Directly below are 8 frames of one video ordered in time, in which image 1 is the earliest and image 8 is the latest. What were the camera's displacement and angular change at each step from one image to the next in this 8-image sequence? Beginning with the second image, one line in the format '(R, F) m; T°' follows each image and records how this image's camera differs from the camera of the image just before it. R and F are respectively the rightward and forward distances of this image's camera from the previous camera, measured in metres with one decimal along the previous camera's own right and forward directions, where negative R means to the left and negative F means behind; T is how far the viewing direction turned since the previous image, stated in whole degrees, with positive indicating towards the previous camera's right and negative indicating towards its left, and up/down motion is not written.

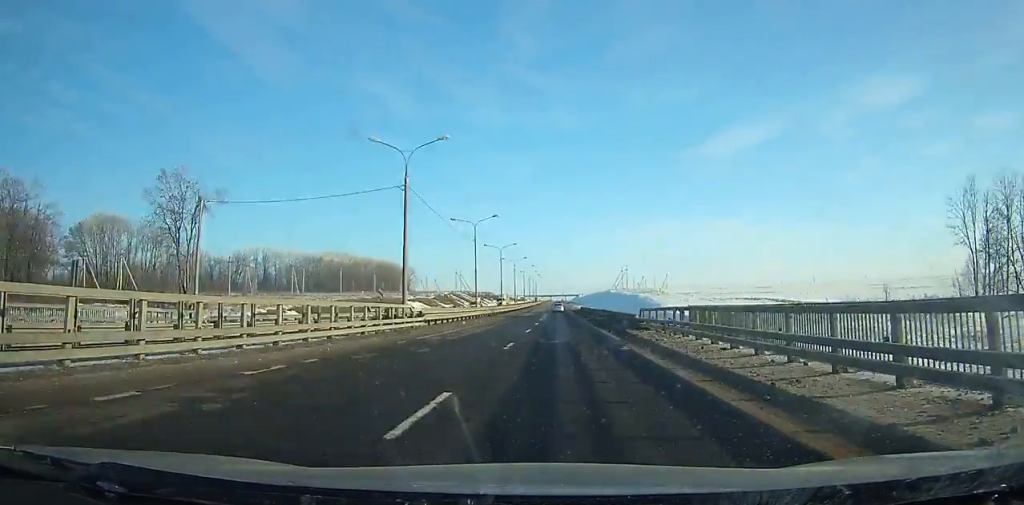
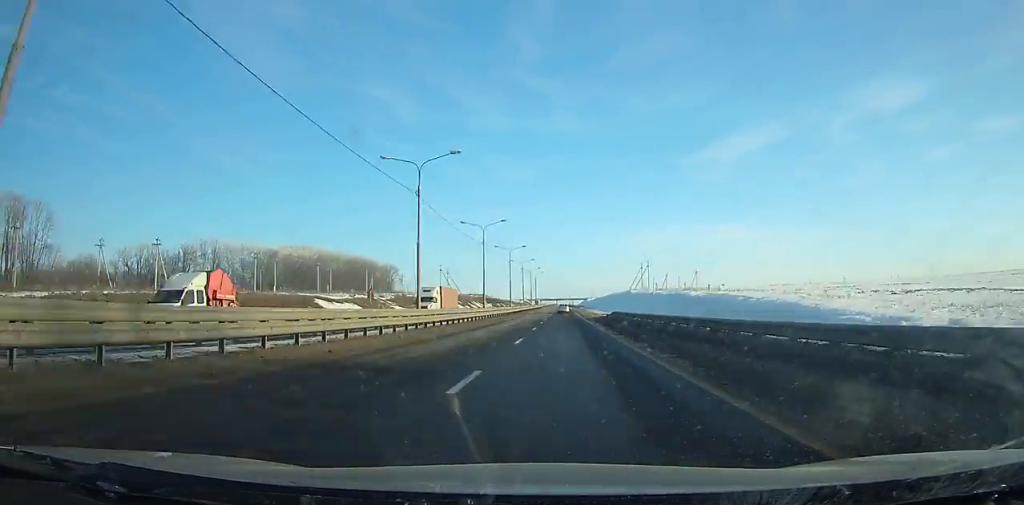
(-0.2, +55.6) m; 0°
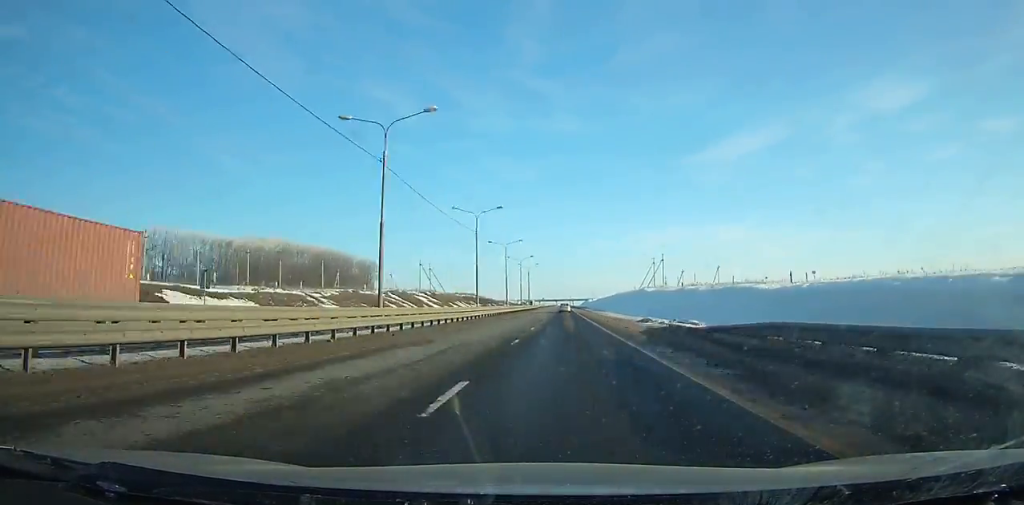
(0.0, +37.0) m; 0°
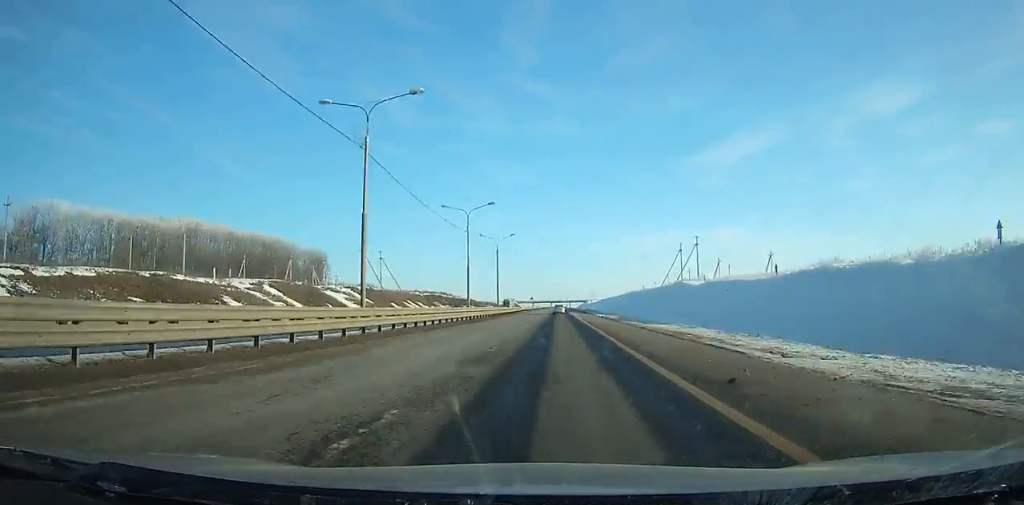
(+0.1, +61.6) m; 0°
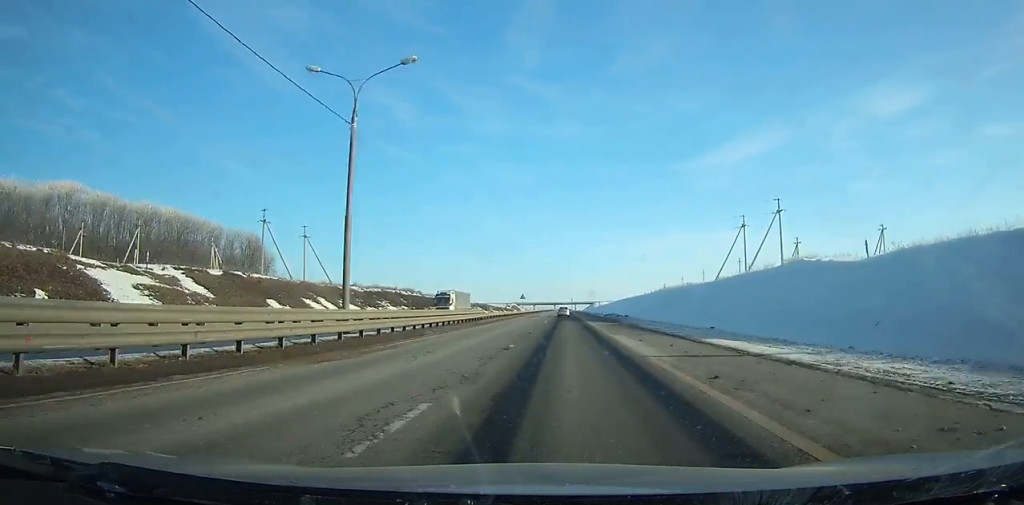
(0.0, +58.6) m; 0°
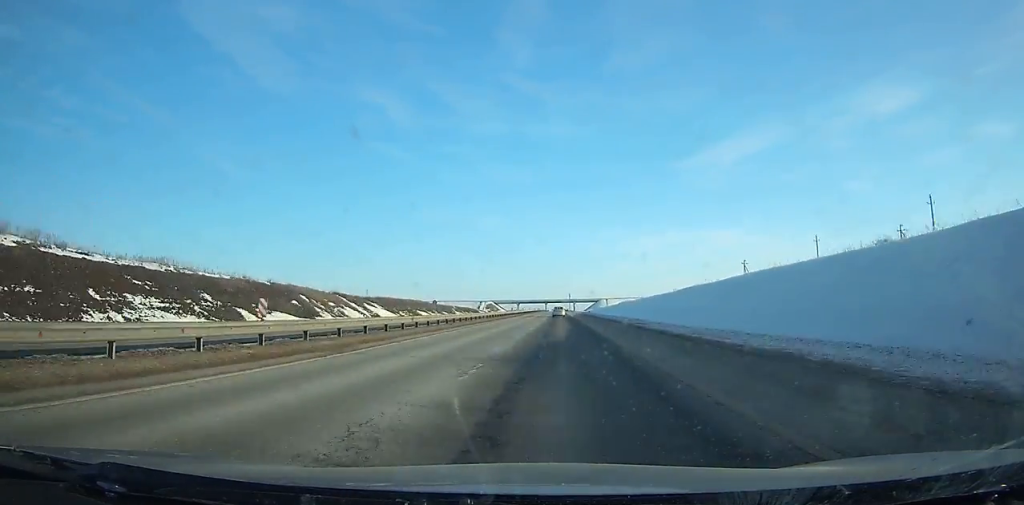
(+0.3, +136.2) m; 0°
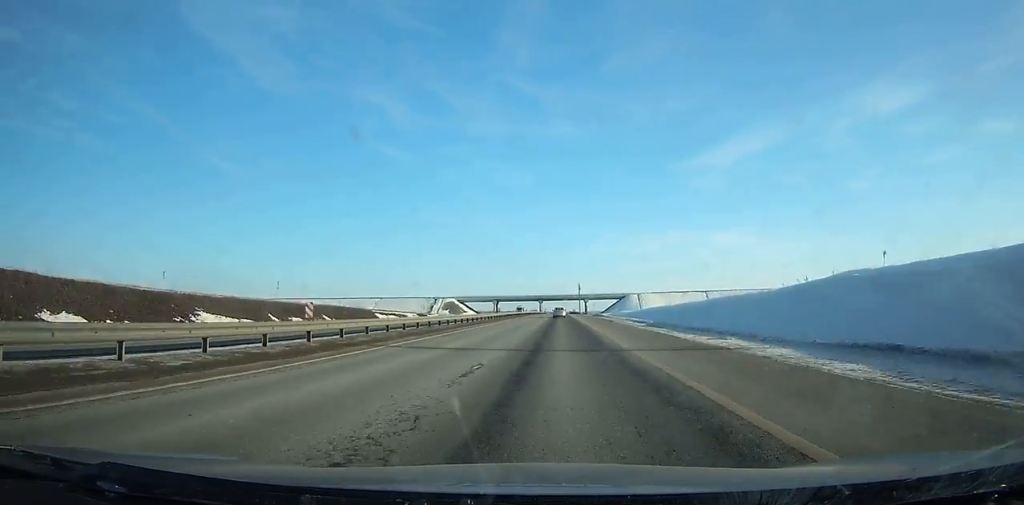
(-0.7, +140.2) m; 0°
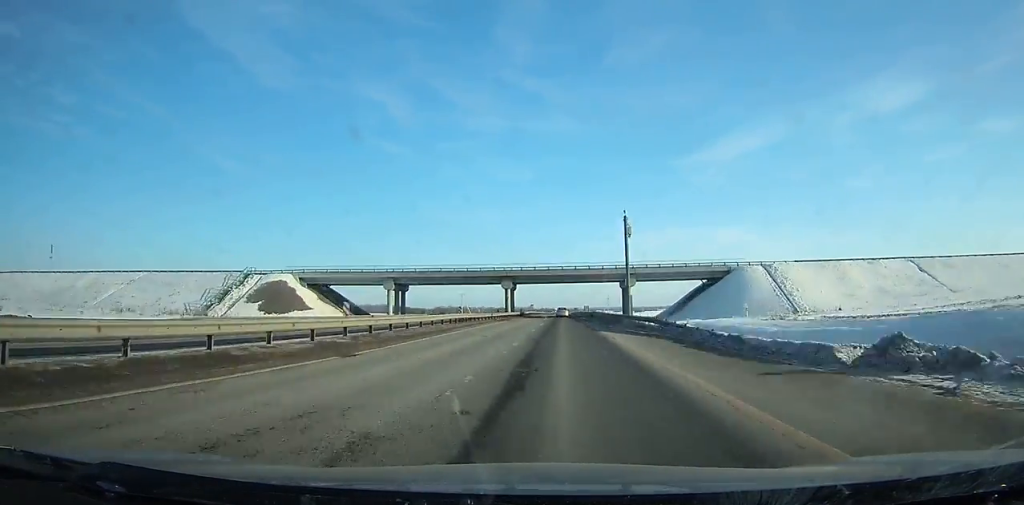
(+0.3, +143.5) m; 0°
